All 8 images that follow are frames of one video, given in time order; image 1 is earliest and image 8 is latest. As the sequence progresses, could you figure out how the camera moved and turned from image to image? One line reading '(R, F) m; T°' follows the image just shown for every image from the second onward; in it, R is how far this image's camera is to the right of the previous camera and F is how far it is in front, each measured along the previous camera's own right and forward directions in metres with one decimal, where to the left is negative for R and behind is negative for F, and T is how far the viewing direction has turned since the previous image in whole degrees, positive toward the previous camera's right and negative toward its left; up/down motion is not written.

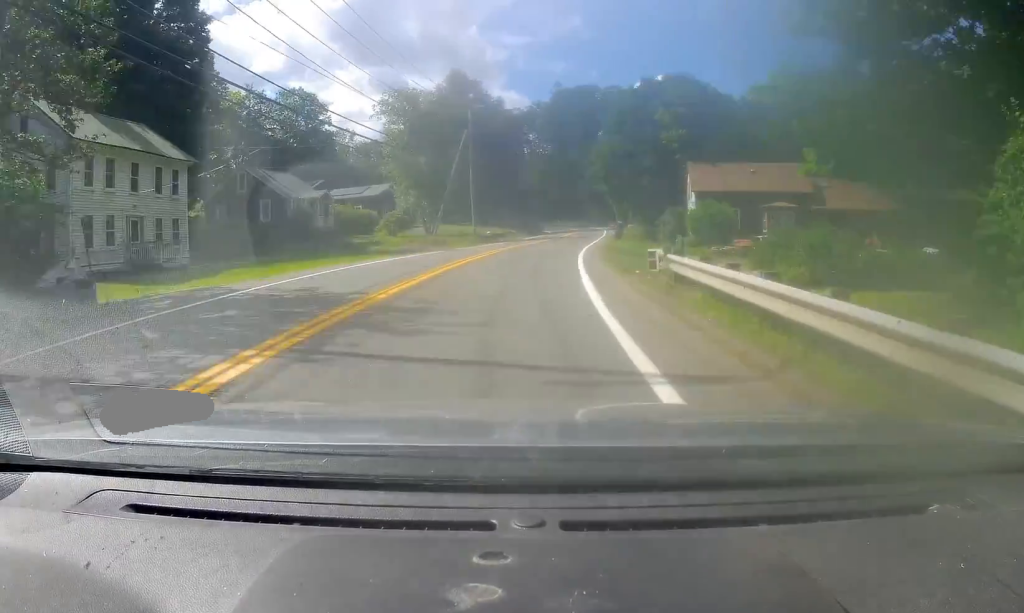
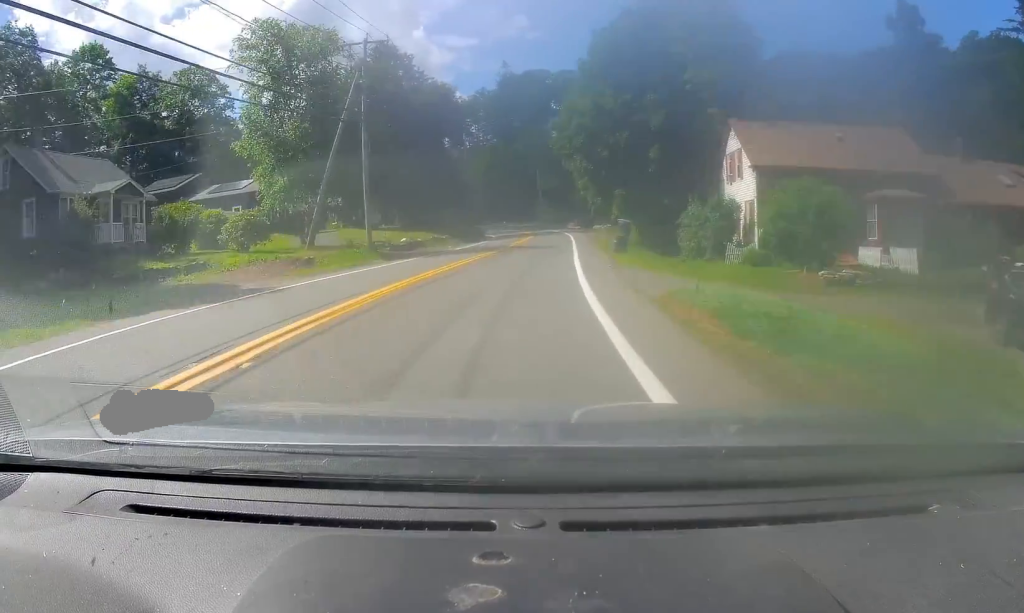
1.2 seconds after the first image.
(+1.0, +22.7) m; +4°
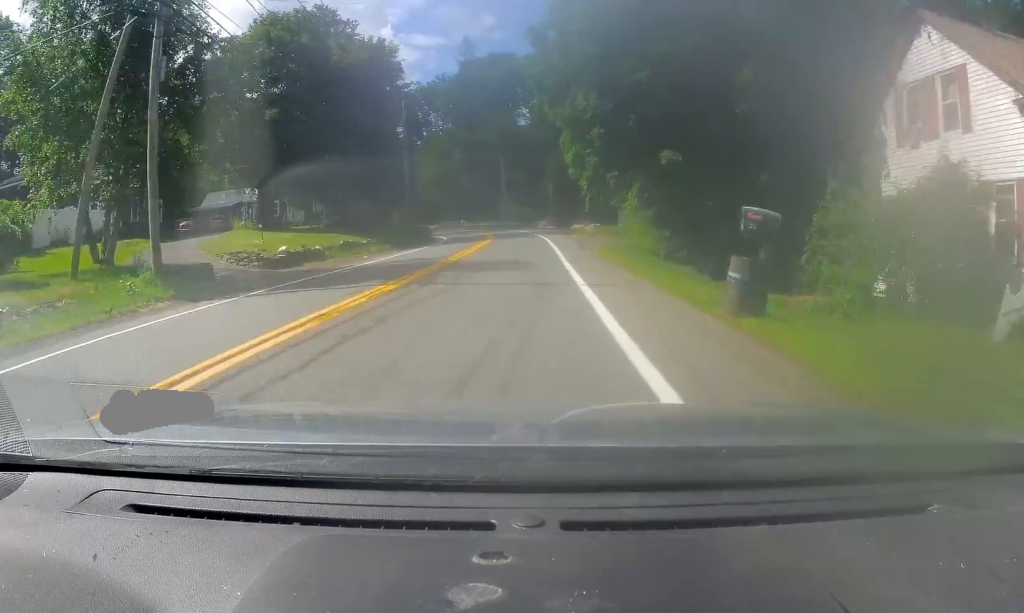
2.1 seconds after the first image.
(+0.2, +18.1) m; +3°
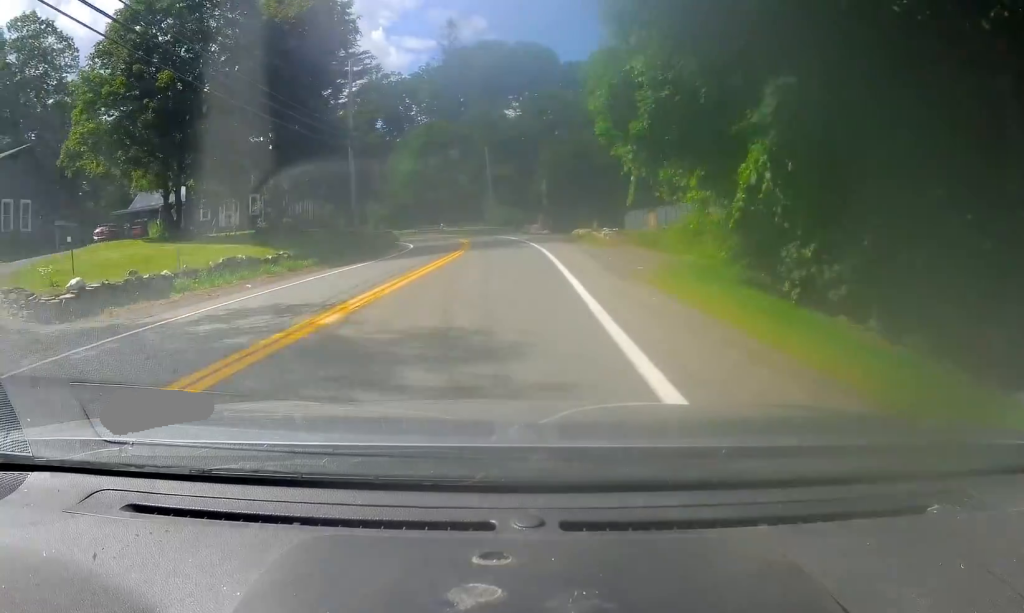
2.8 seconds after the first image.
(+0.7, +14.0) m; +3°
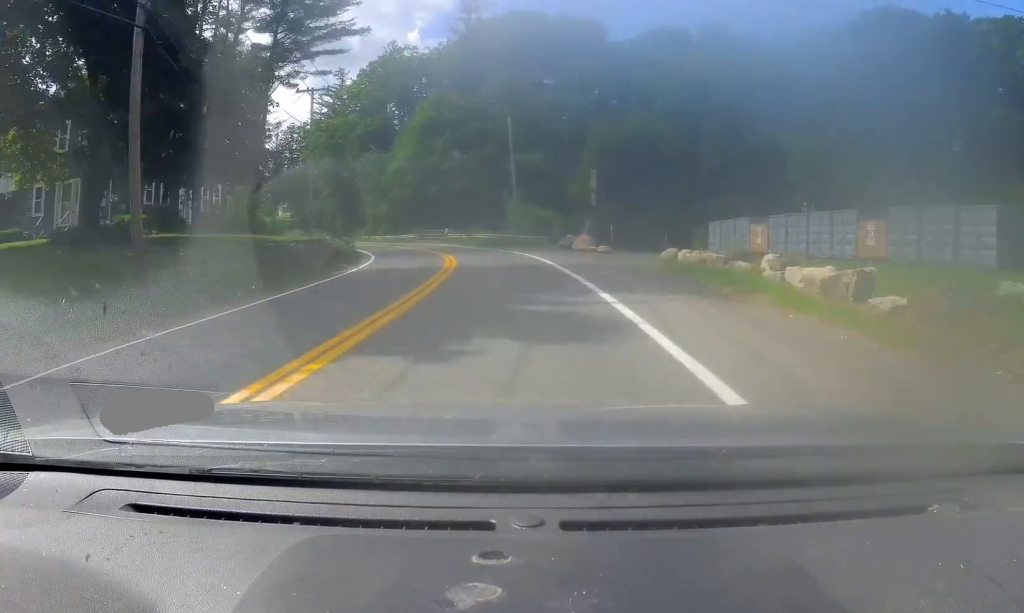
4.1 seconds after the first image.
(+0.7, +24.5) m; 0°
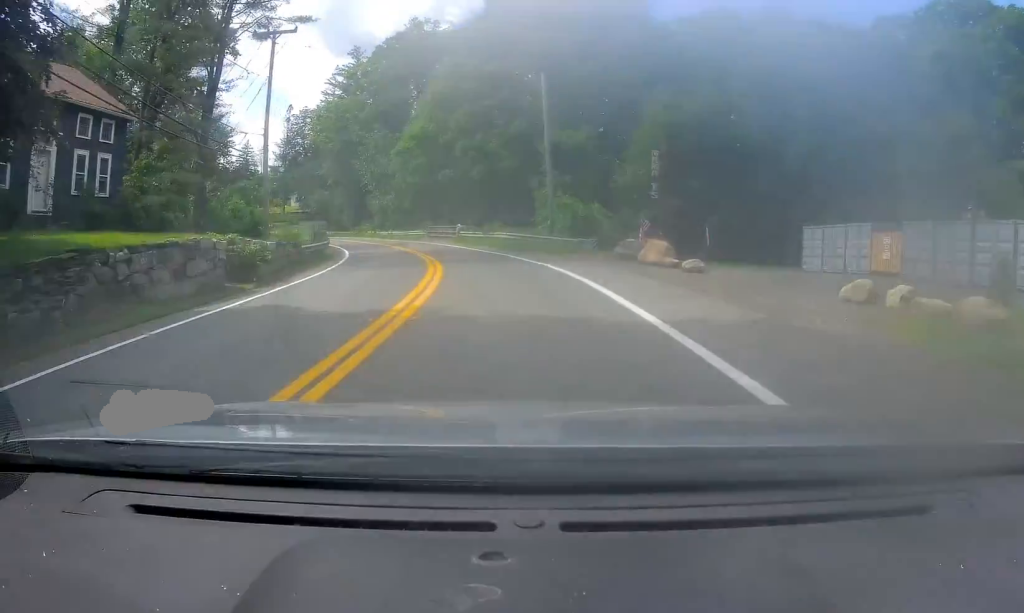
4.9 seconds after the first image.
(-0.5, +13.6) m; -4°
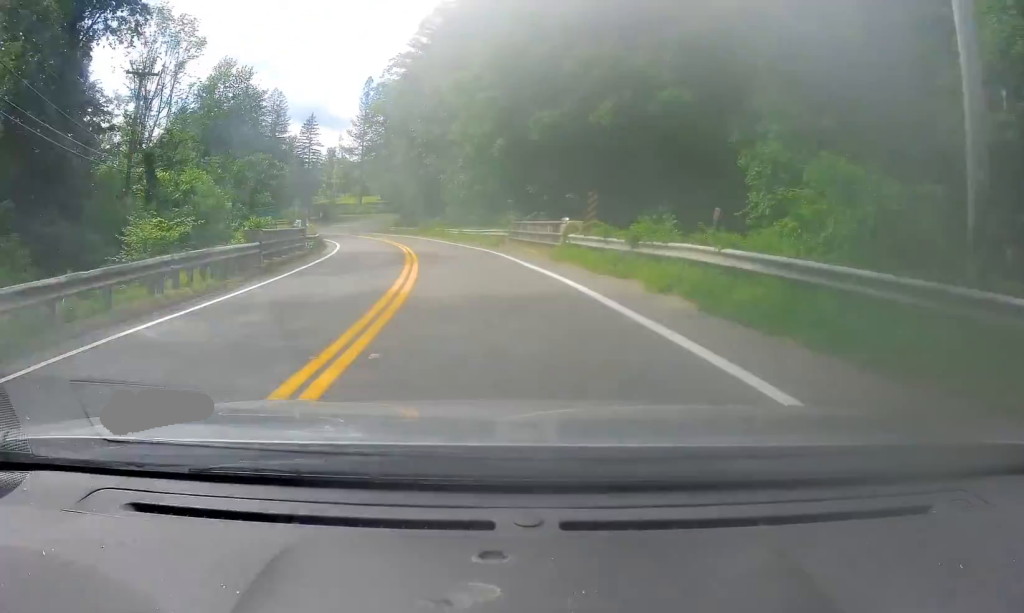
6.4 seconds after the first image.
(-2.2, +27.5) m; -9°
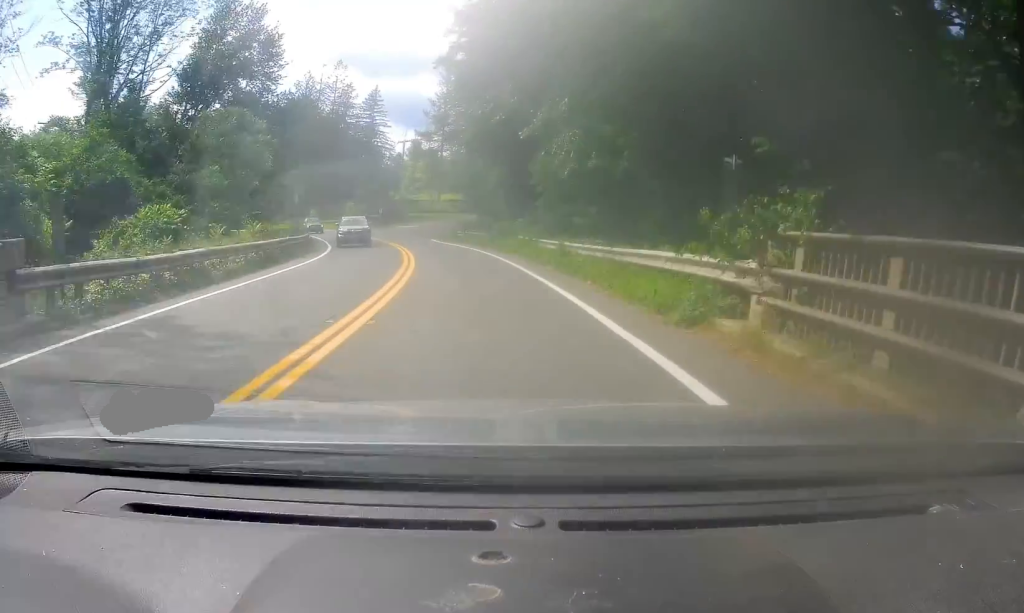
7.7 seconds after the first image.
(-2.4, +25.3) m; -9°
